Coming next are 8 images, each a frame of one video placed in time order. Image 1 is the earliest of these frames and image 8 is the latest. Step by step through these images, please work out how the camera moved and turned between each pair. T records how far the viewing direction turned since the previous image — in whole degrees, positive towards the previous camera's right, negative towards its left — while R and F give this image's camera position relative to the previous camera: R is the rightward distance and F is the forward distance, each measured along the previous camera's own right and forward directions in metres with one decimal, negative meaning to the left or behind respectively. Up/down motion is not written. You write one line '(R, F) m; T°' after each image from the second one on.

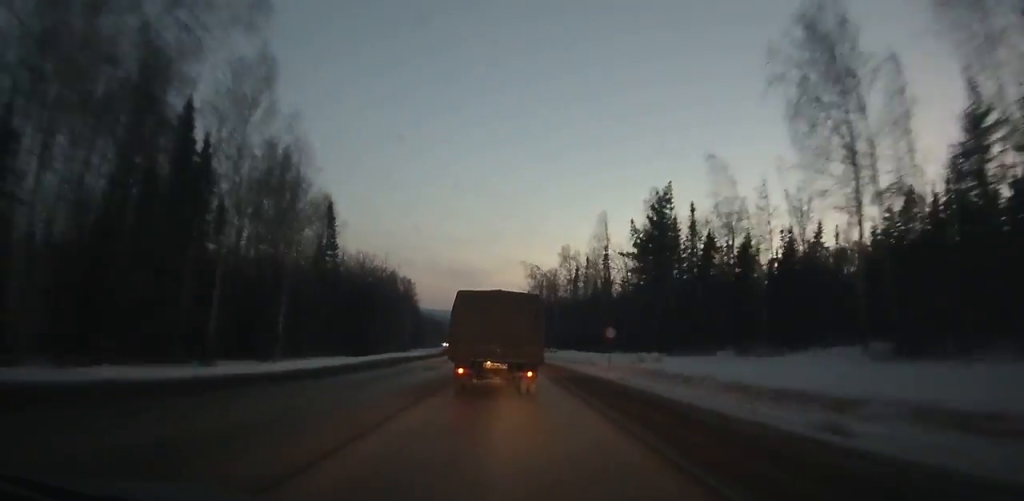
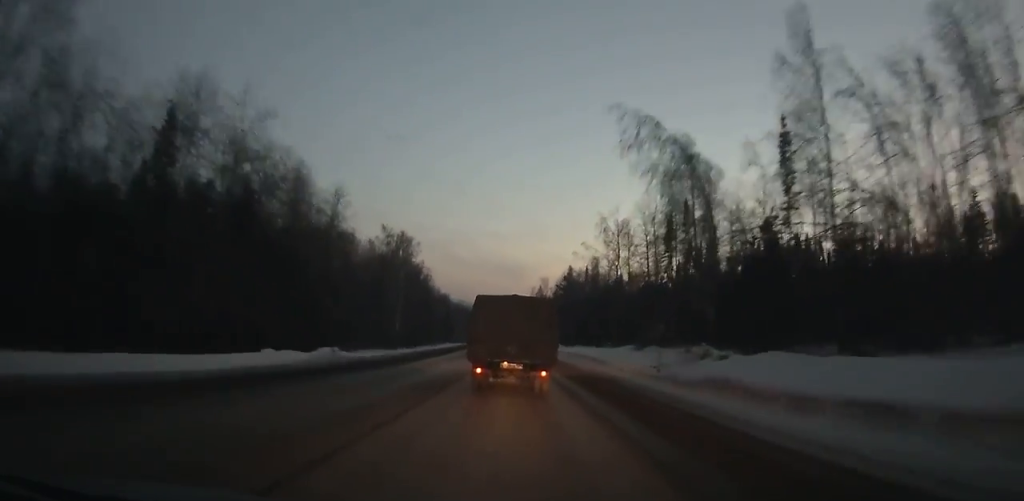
(-2.2, +61.3) m; -3°
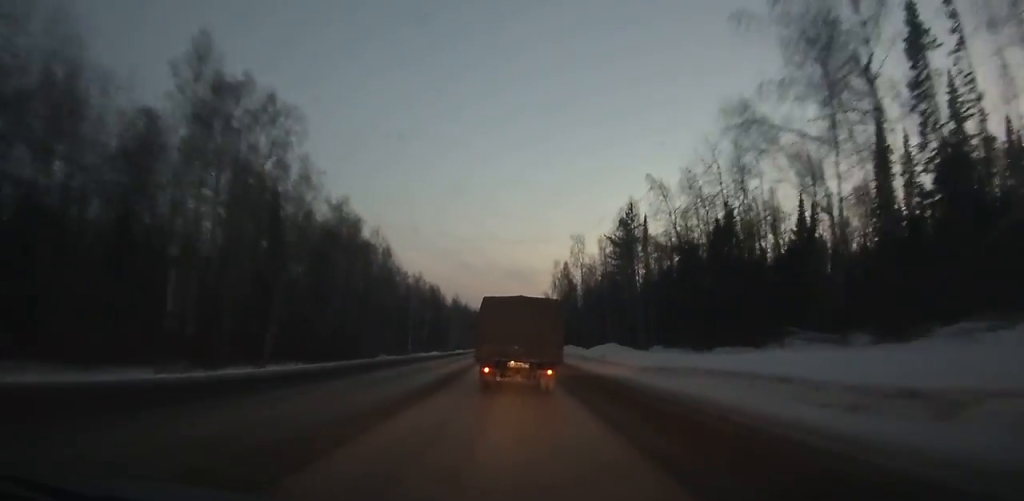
(-1.1, +66.5) m; -2°
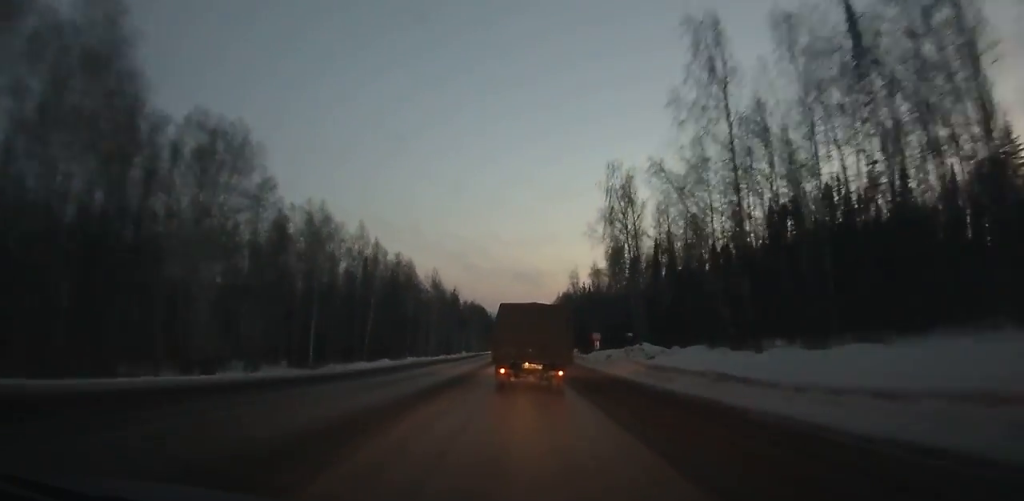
(-0.4, +63.0) m; 0°
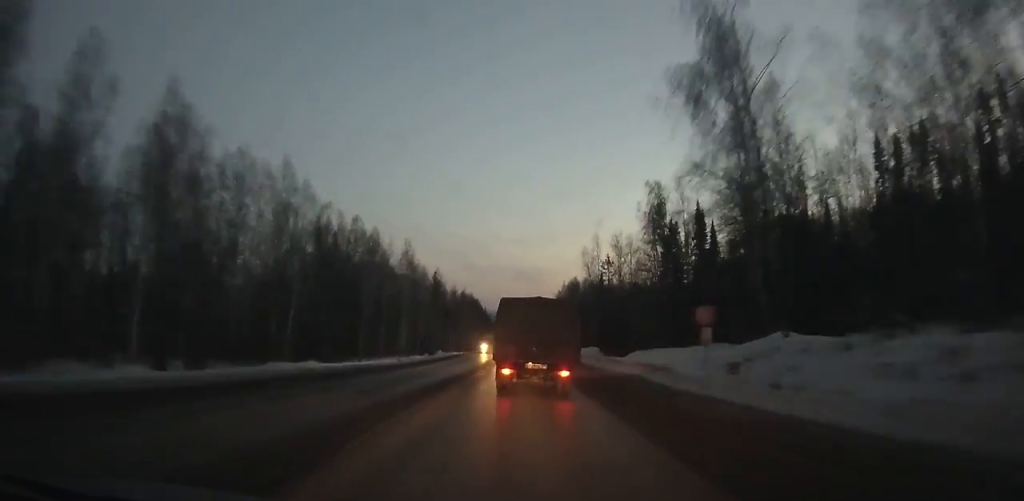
(+0.1, +27.1) m; 0°
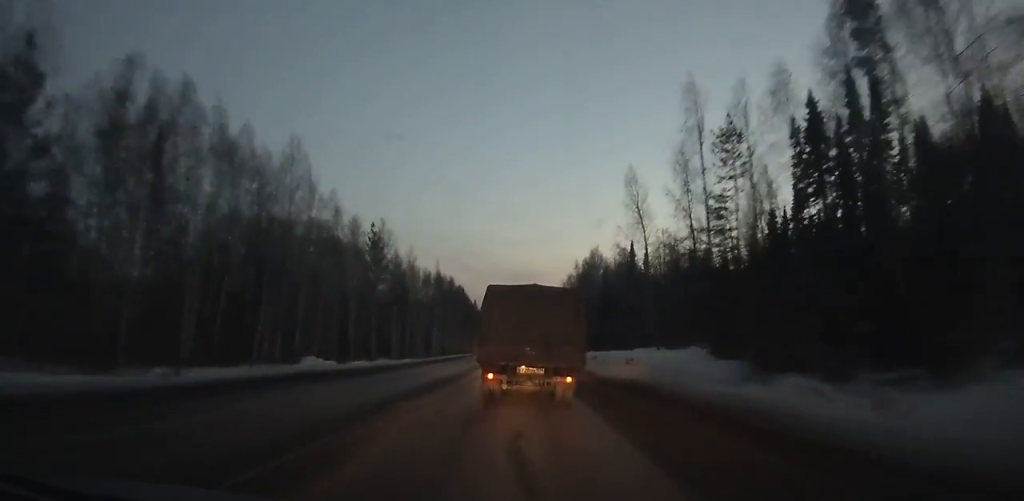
(0.0, +45.8) m; 0°
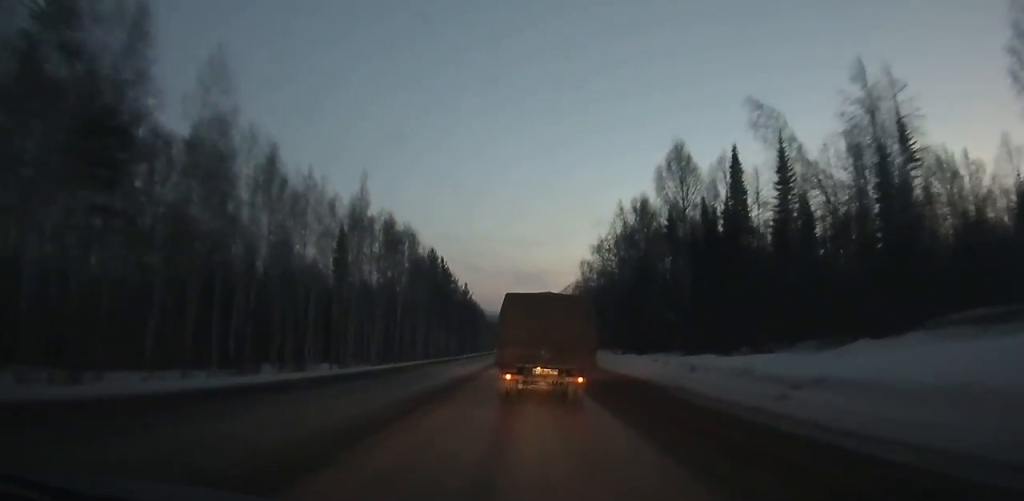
(-0.2, +57.2) m; 0°
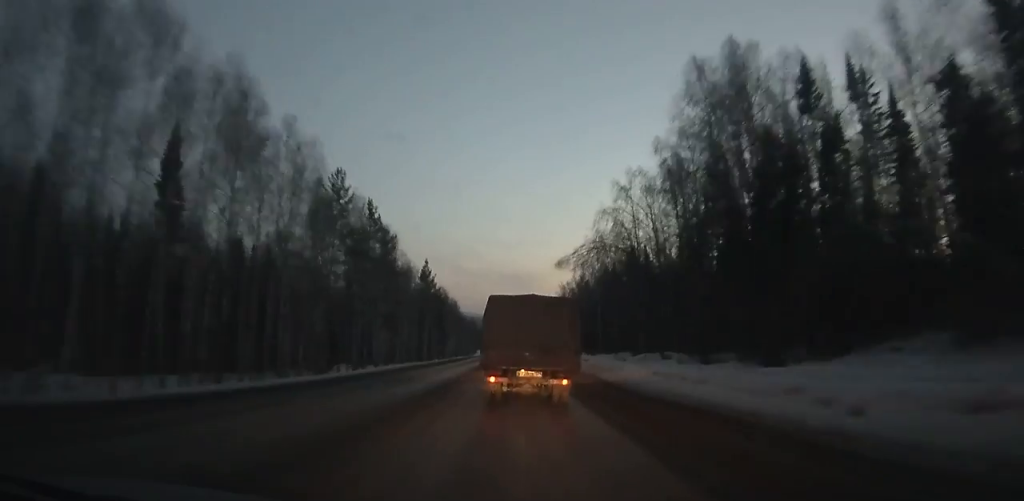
(0.0, +42.8) m; 0°
